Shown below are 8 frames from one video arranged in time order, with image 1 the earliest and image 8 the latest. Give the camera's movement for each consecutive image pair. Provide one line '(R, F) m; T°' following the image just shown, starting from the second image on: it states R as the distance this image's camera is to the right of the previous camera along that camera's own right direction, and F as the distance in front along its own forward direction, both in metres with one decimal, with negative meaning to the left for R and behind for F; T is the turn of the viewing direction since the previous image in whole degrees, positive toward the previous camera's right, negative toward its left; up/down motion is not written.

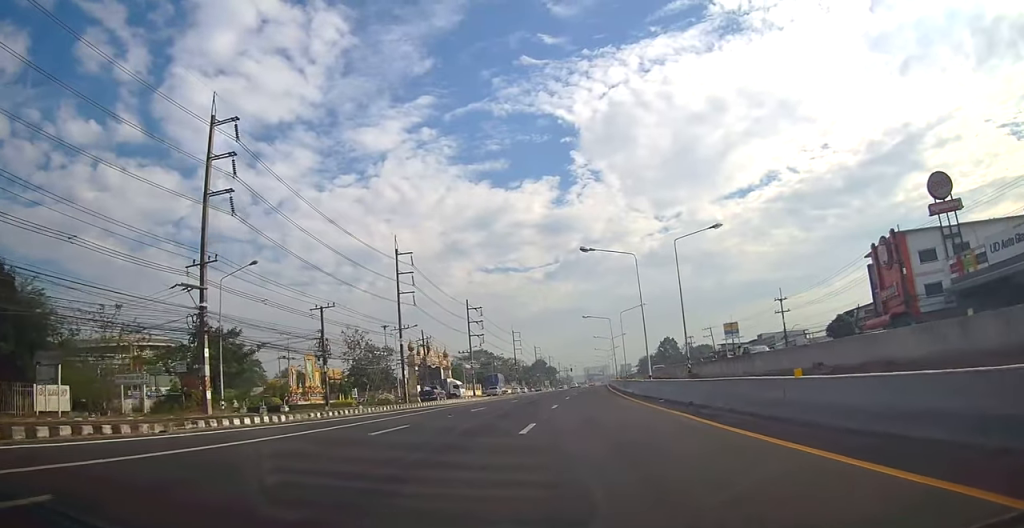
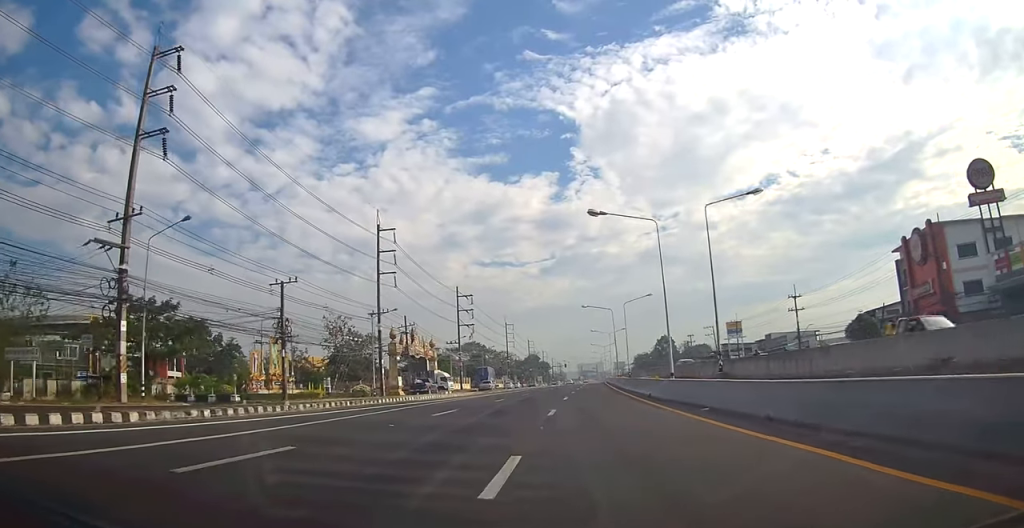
(+0.1, +7.7) m; +2°
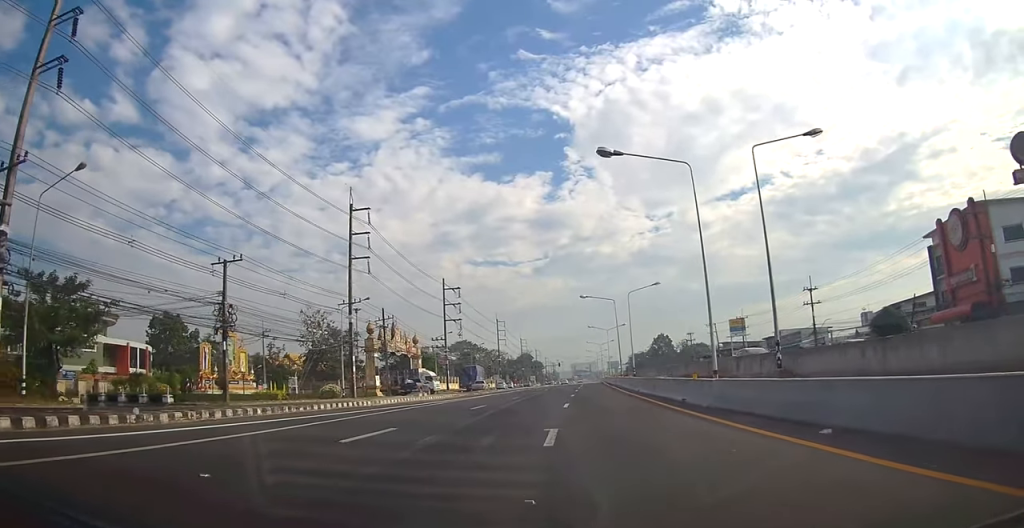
(+0.3, +8.2) m; +2°
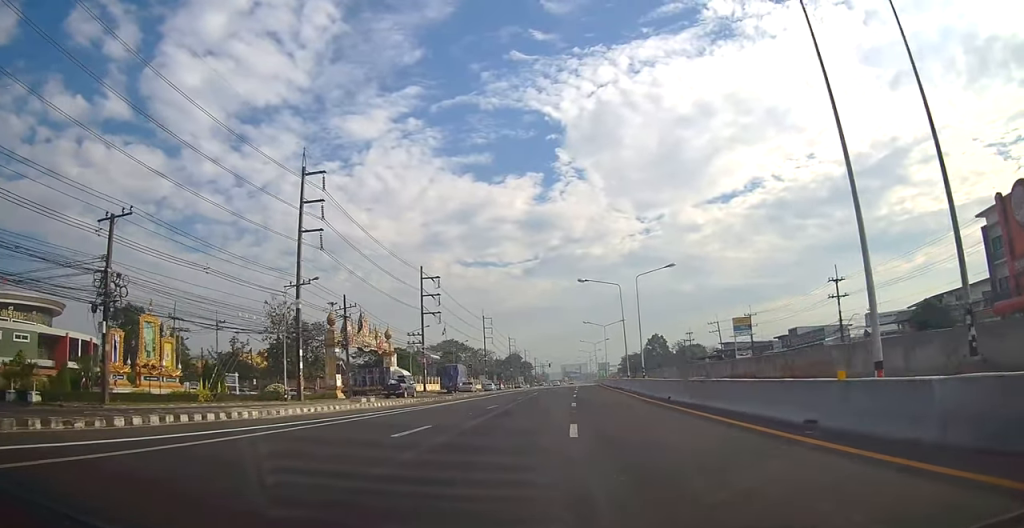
(+0.2, +11.0) m; +1°
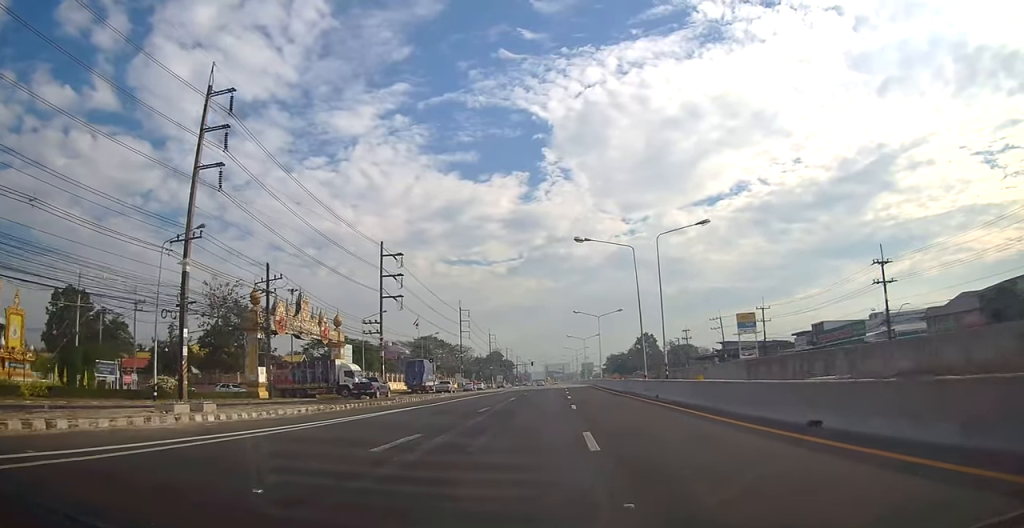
(0.0, +14.5) m; 0°
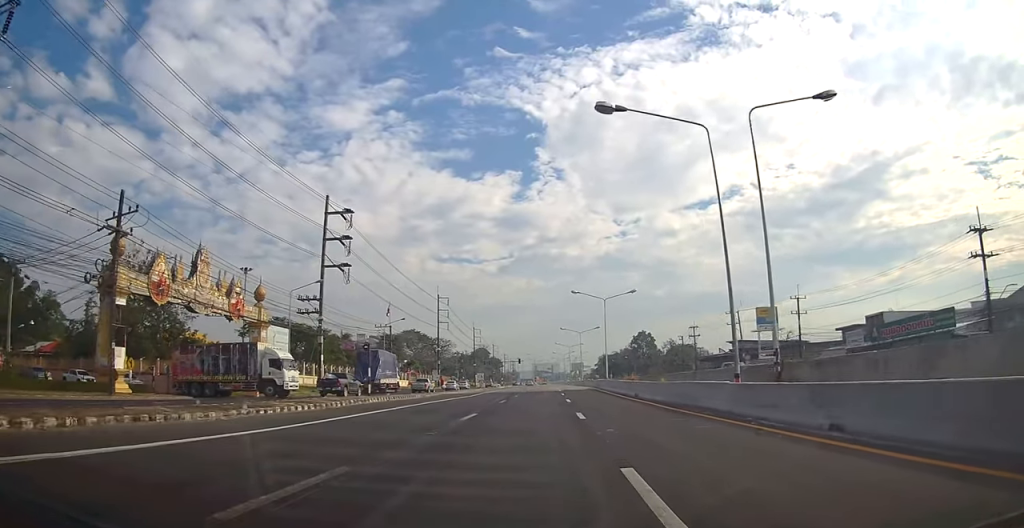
(-0.1, +17.0) m; 0°
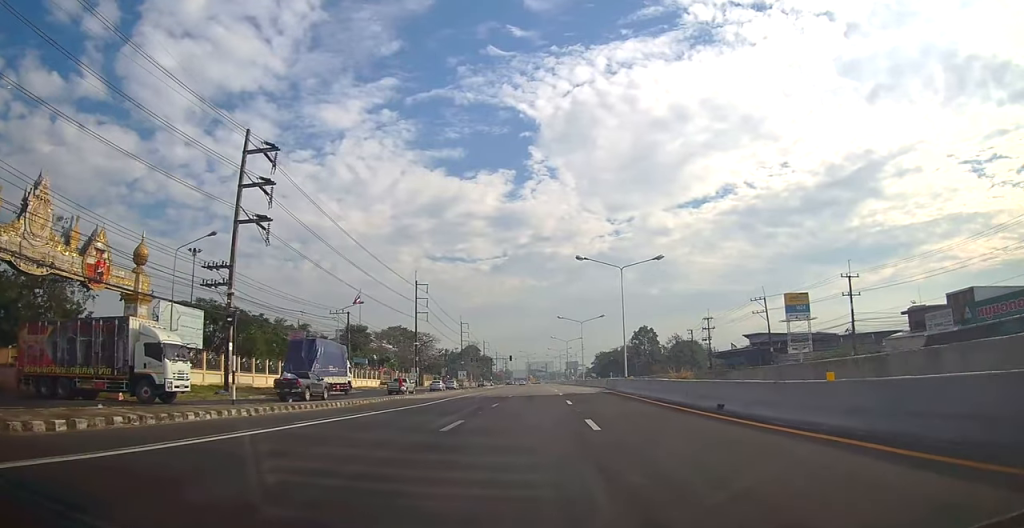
(0.0, +15.8) m; 0°
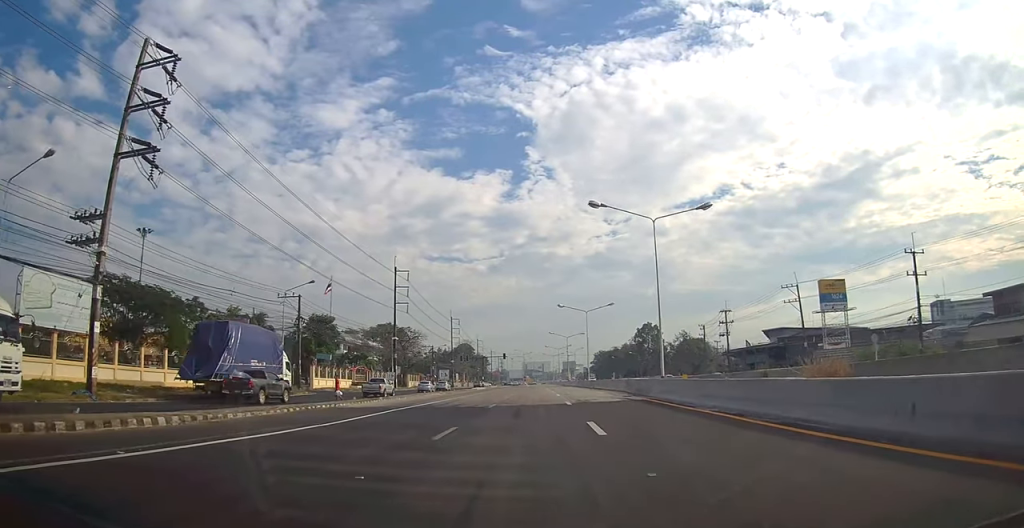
(-0.1, +12.9) m; +2°
